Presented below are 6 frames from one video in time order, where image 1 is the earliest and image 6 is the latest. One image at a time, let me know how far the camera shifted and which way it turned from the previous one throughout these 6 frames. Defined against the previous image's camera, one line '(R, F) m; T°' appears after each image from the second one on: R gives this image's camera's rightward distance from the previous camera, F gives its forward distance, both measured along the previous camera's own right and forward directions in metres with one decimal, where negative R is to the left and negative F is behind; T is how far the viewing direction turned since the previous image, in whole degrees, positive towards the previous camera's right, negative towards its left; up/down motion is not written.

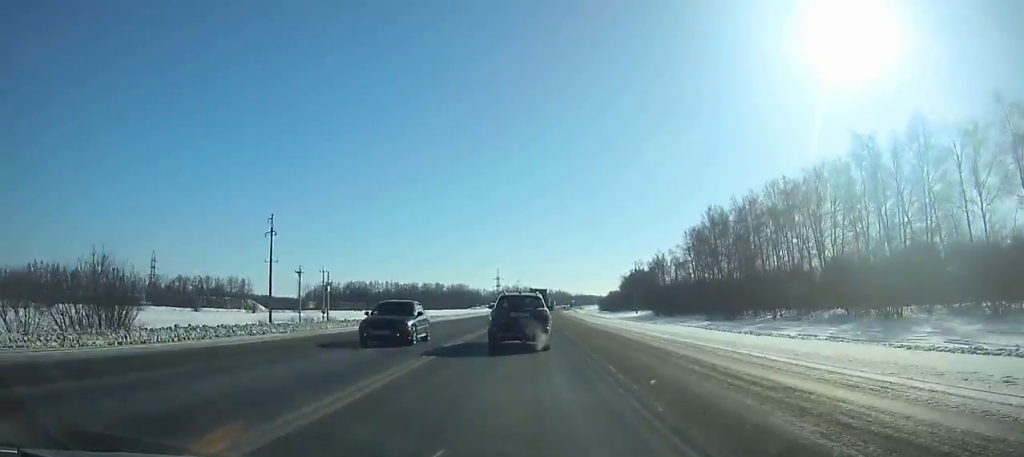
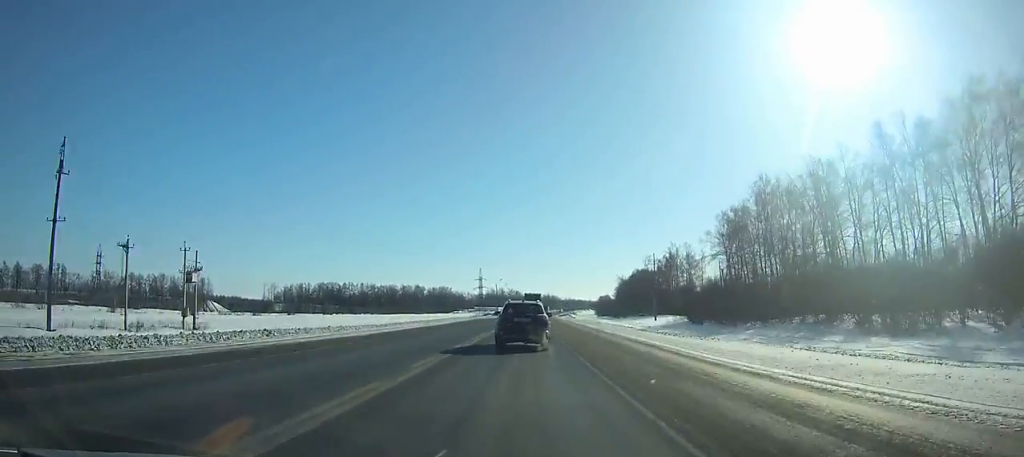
(+0.6, +40.3) m; +1°
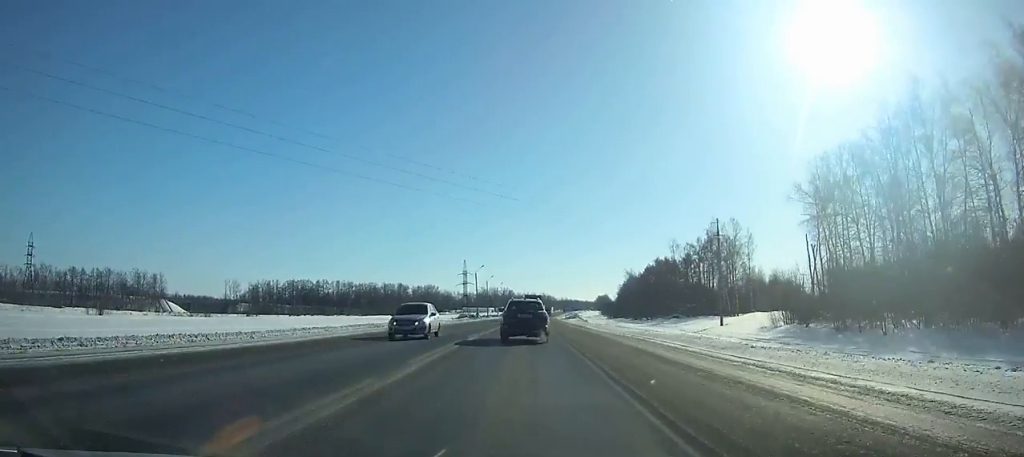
(+0.6, +48.1) m; +1°
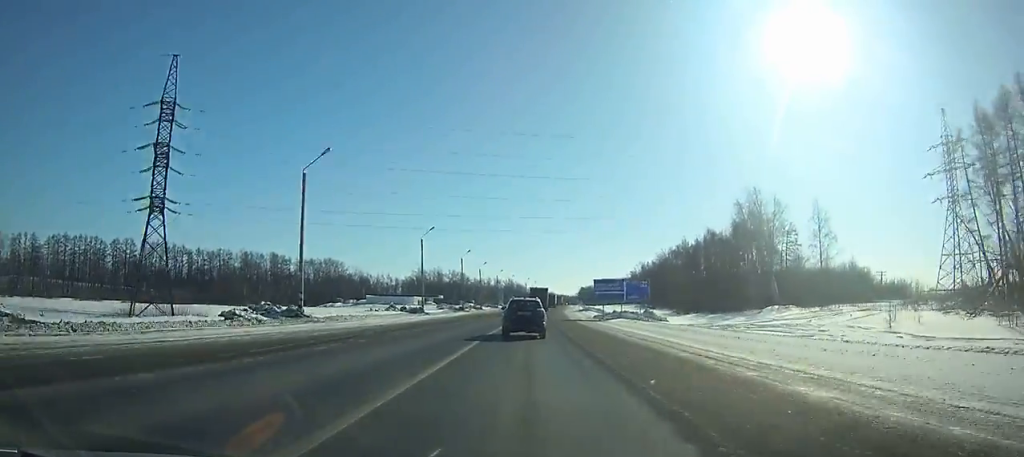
(+4.6, +191.5) m; +3°
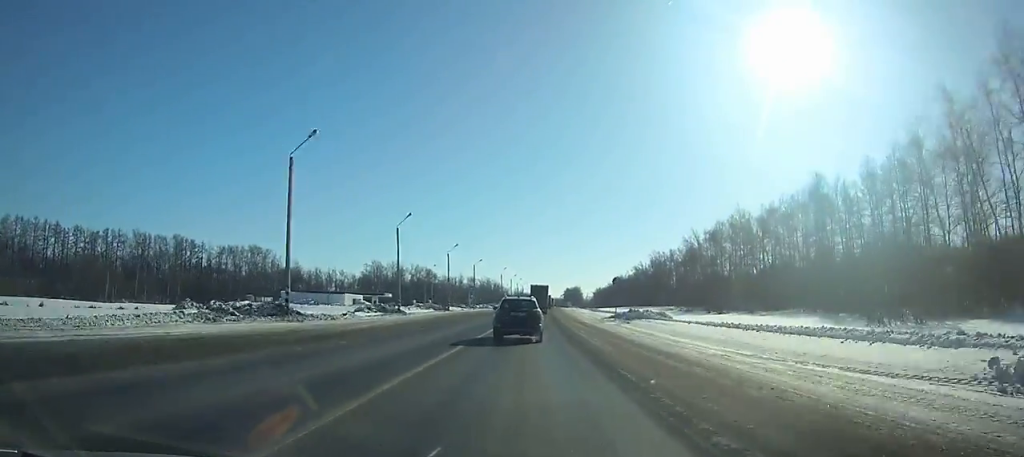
(+0.8, +68.0) m; +1°
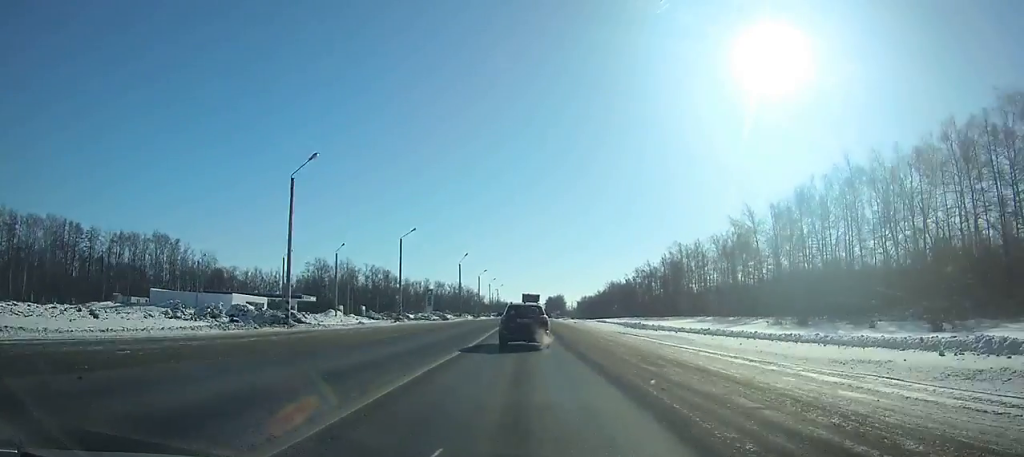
(+0.7, +56.9) m; +1°
